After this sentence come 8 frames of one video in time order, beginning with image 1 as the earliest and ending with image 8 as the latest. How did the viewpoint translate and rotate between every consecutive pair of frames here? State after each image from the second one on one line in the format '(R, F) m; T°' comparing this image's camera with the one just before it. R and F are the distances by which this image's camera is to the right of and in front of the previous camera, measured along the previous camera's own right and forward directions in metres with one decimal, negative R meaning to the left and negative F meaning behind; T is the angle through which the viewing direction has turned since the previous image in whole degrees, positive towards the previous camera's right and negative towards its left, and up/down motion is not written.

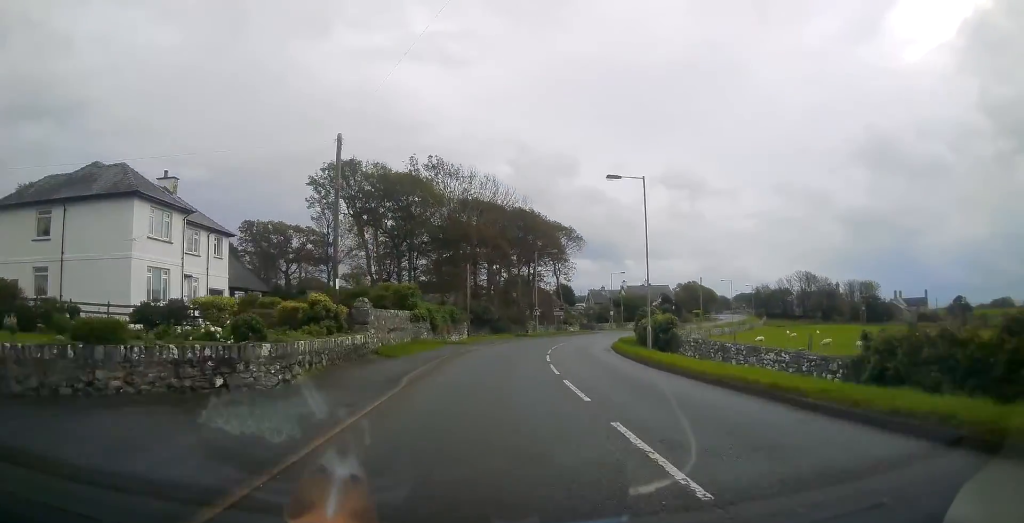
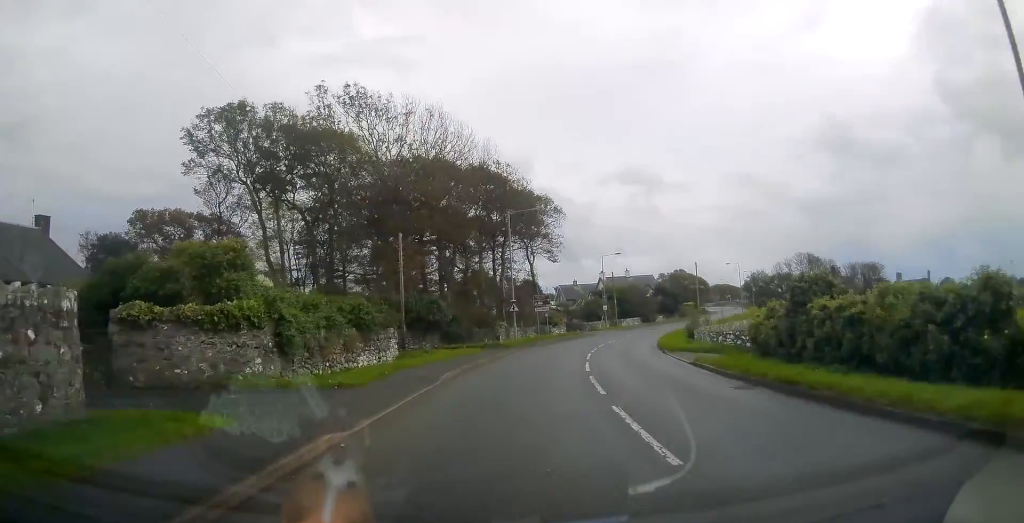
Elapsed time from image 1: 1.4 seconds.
(+0.1, +23.2) m; +2°
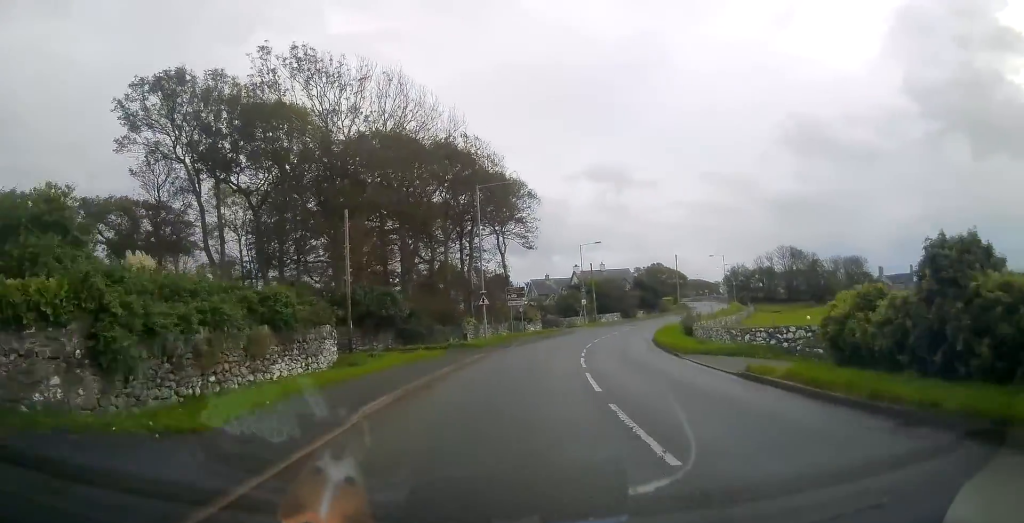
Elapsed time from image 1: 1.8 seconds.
(-0.1, +6.4) m; +1°
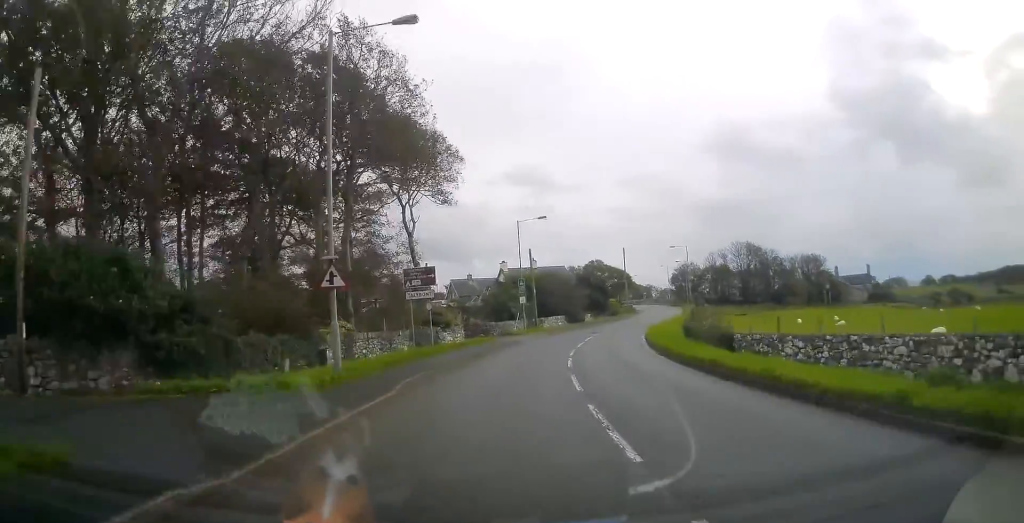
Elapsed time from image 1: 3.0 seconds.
(+0.7, +18.0) m; +6°
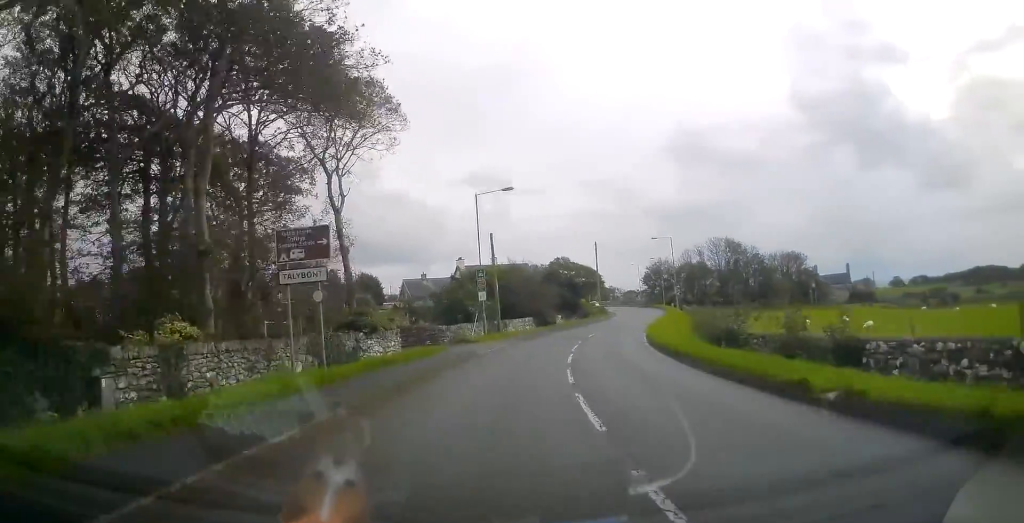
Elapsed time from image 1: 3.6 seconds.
(+0.6, +10.6) m; +4°
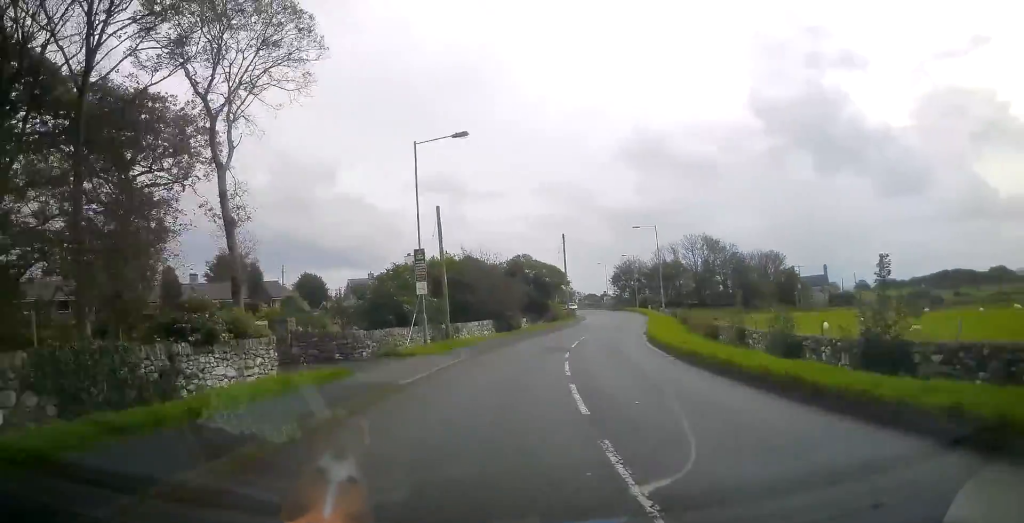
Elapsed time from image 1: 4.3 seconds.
(+0.4, +10.7) m; +4°
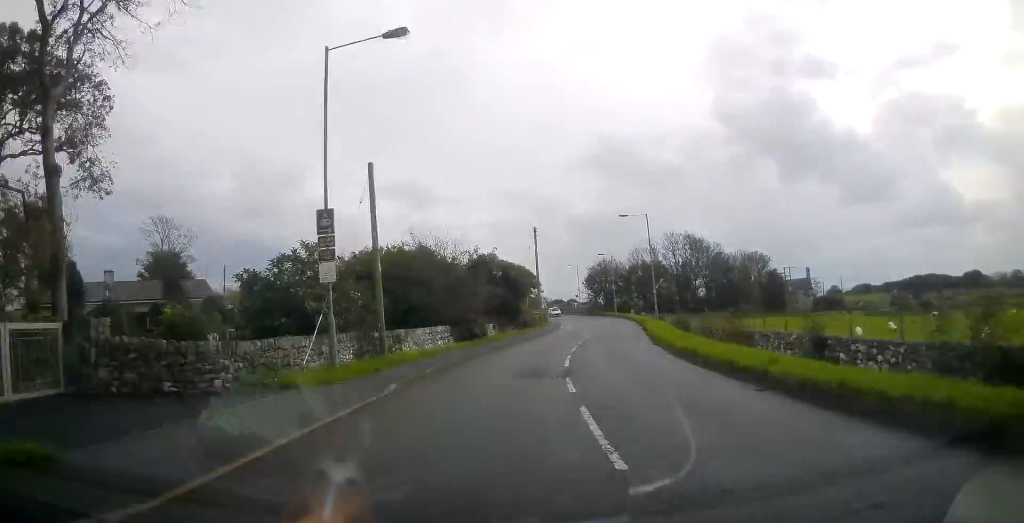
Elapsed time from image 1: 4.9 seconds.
(+0.1, +9.2) m; +3°
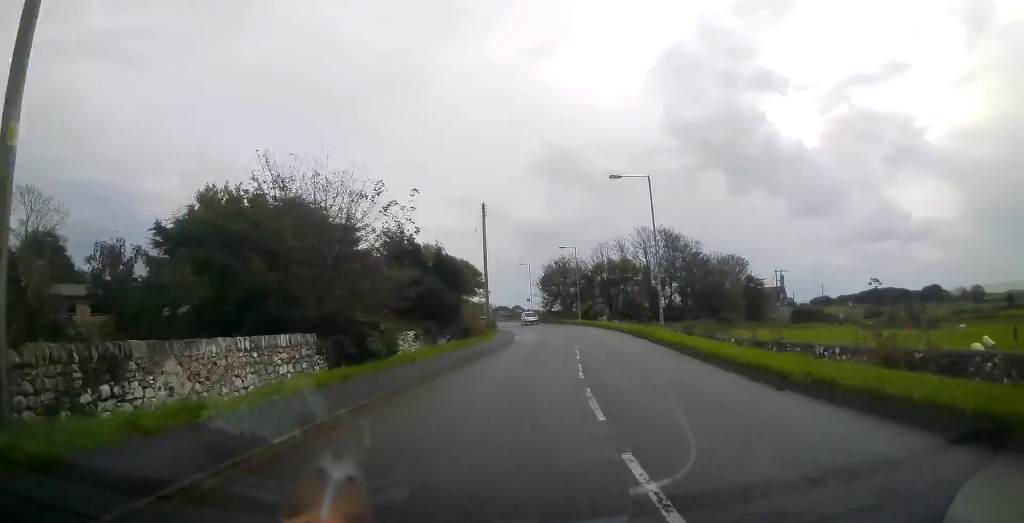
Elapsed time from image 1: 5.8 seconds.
(+0.8, +15.4) m; +6°
